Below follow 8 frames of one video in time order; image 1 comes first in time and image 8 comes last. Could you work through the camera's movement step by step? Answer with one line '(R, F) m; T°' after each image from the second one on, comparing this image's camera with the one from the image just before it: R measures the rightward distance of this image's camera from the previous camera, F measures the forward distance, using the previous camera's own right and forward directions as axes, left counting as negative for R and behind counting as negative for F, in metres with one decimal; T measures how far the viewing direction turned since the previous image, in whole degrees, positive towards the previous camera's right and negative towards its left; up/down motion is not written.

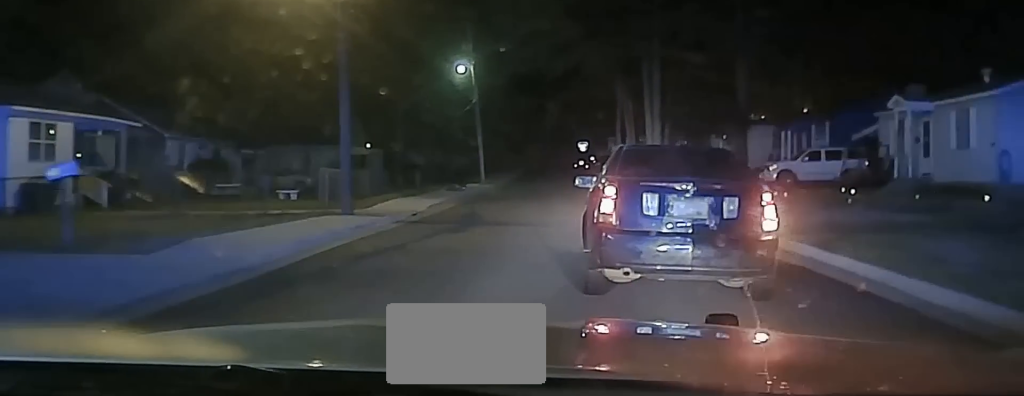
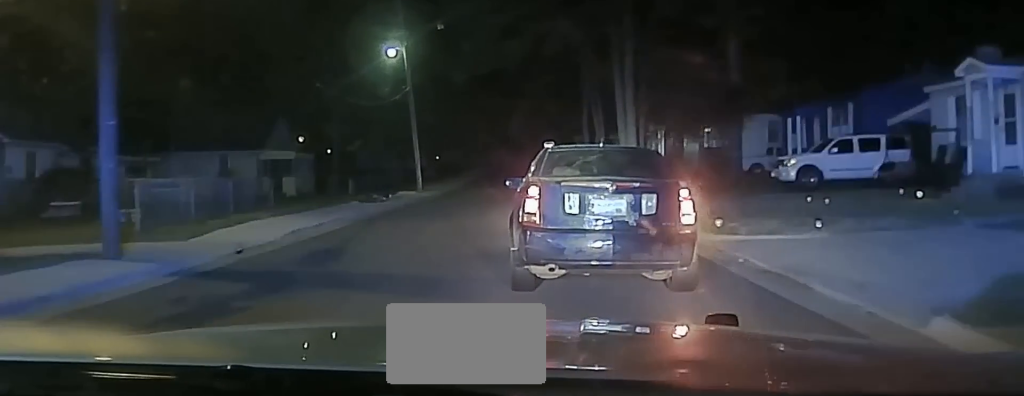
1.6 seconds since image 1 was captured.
(-0.3, +10.2) m; -4°
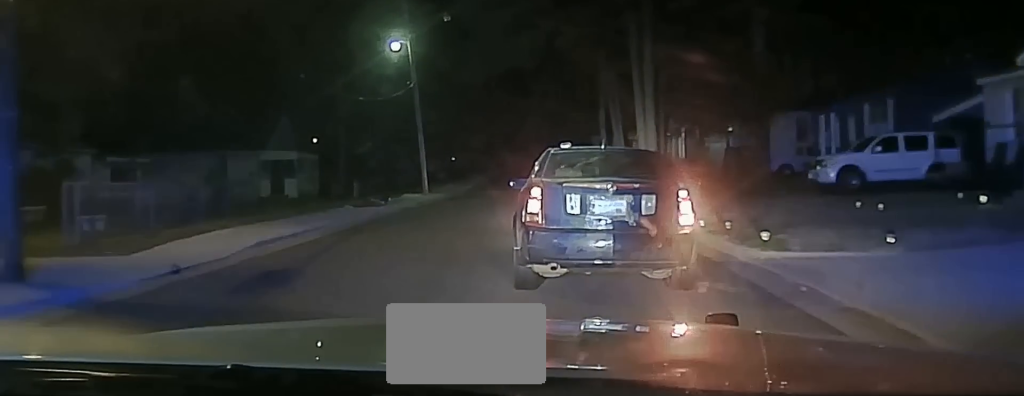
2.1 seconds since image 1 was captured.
(-0.1, +3.0) m; -1°
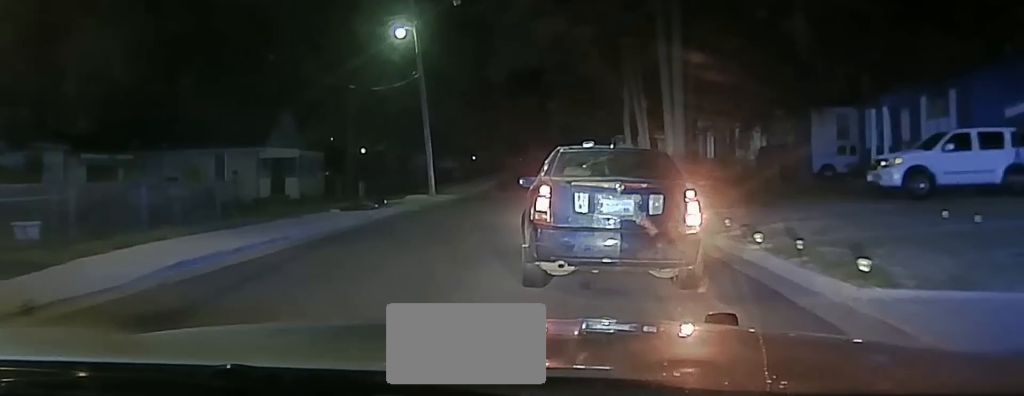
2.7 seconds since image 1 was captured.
(0.0, +3.9) m; +1°
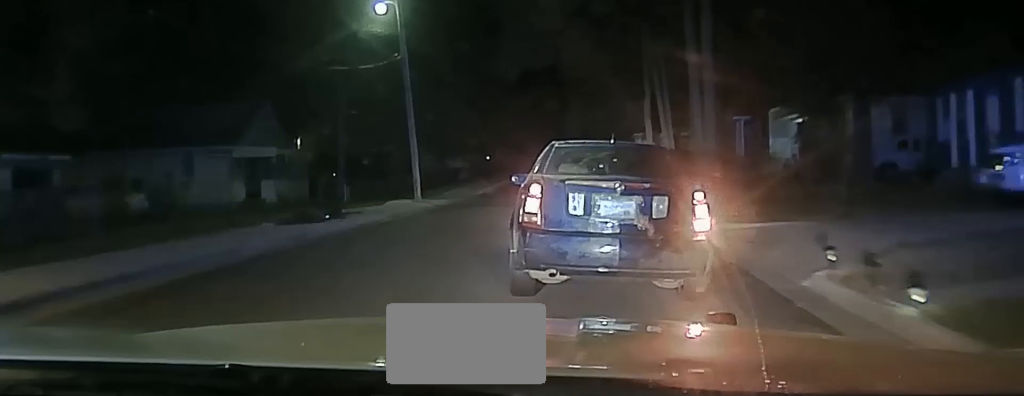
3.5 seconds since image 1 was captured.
(+0.1, +4.8) m; +1°
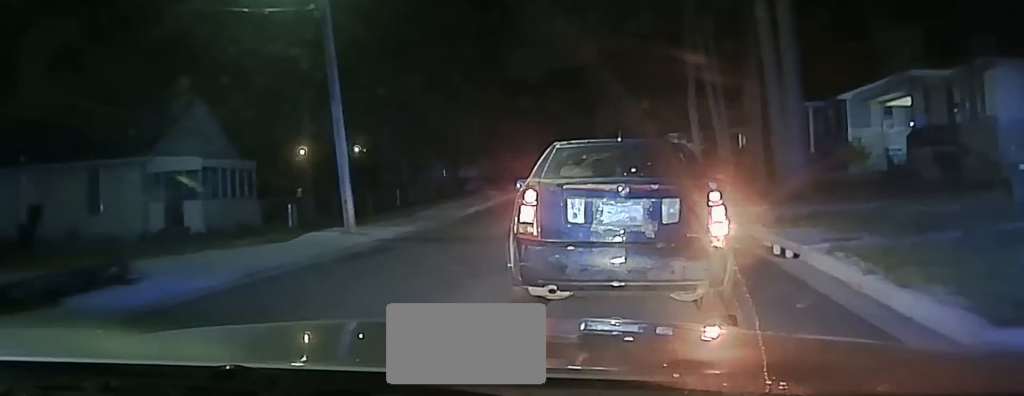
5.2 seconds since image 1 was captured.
(+0.2, +10.9) m; -1°
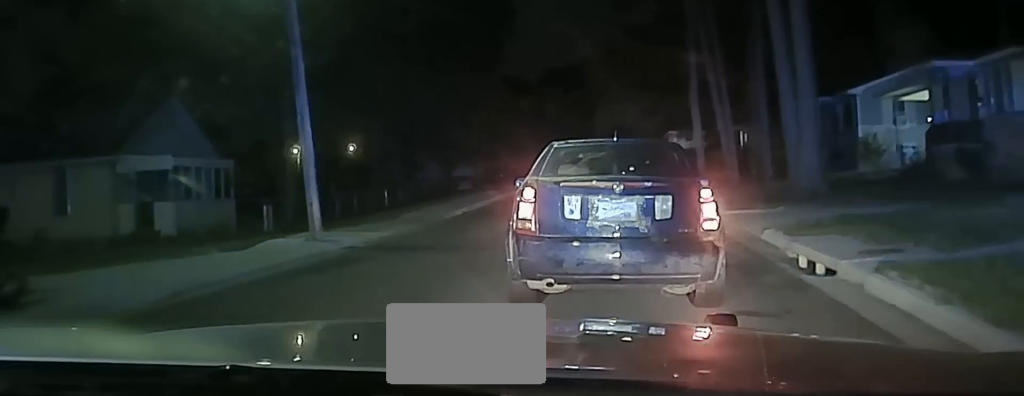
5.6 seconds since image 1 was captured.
(-0.1, +2.2) m; 0°
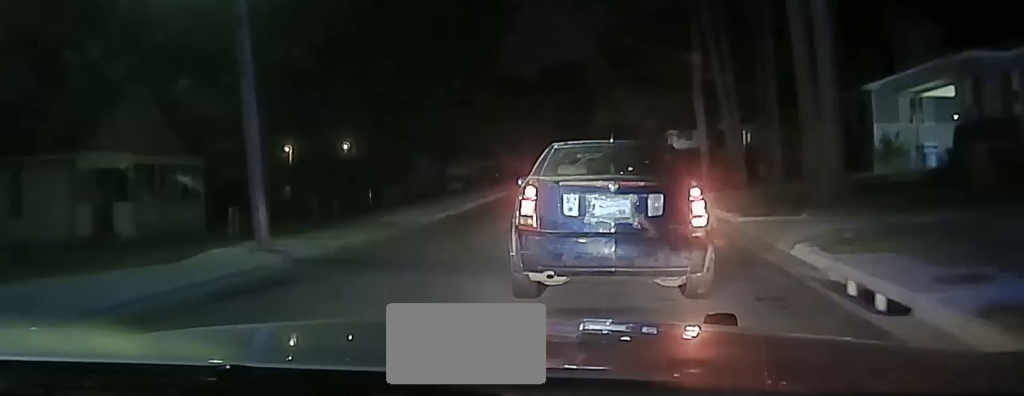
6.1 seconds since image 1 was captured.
(-0.1, +2.6) m; 0°
